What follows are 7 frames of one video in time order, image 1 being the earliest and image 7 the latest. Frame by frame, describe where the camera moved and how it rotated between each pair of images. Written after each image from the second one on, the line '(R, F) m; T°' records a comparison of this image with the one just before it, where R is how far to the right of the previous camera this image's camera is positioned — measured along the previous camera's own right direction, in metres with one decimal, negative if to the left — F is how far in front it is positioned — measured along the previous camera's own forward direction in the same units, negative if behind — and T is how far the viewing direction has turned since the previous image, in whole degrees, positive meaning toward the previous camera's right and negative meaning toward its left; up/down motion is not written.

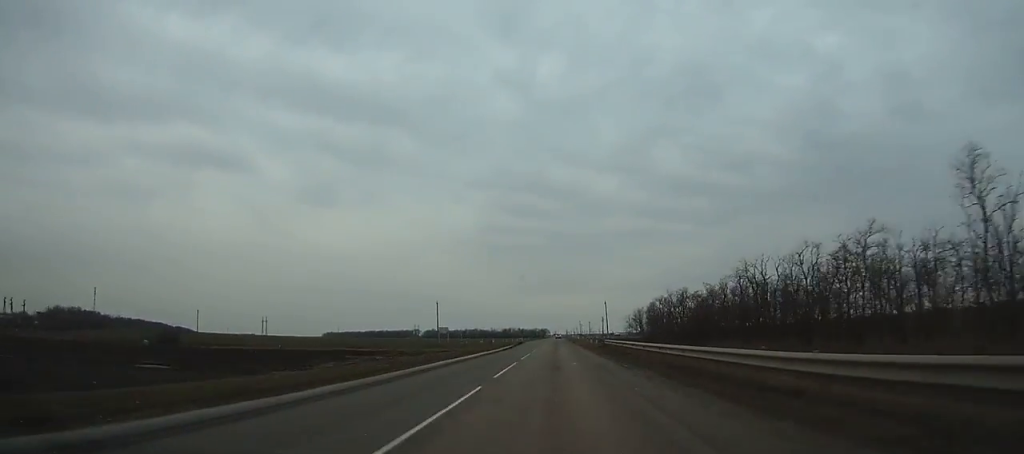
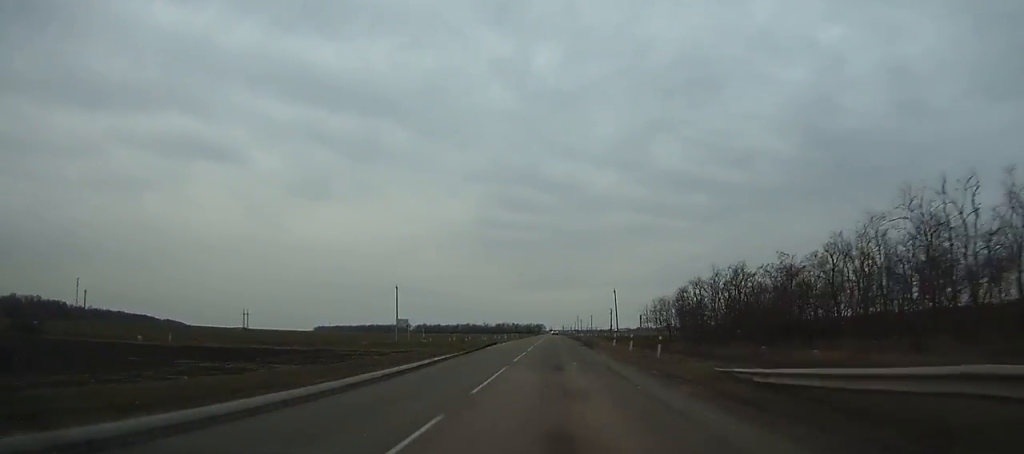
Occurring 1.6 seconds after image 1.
(-0.1, +41.2) m; 0°
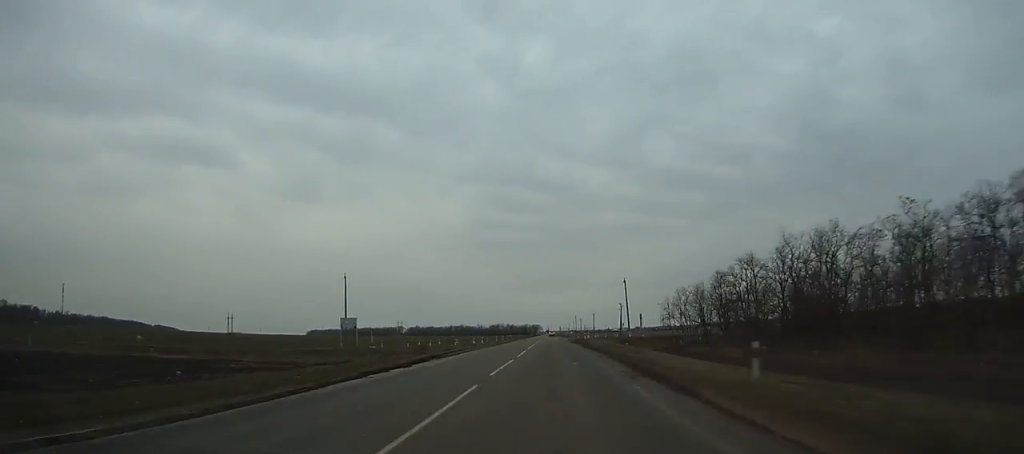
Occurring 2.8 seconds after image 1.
(0.0, +30.8) m; 0°
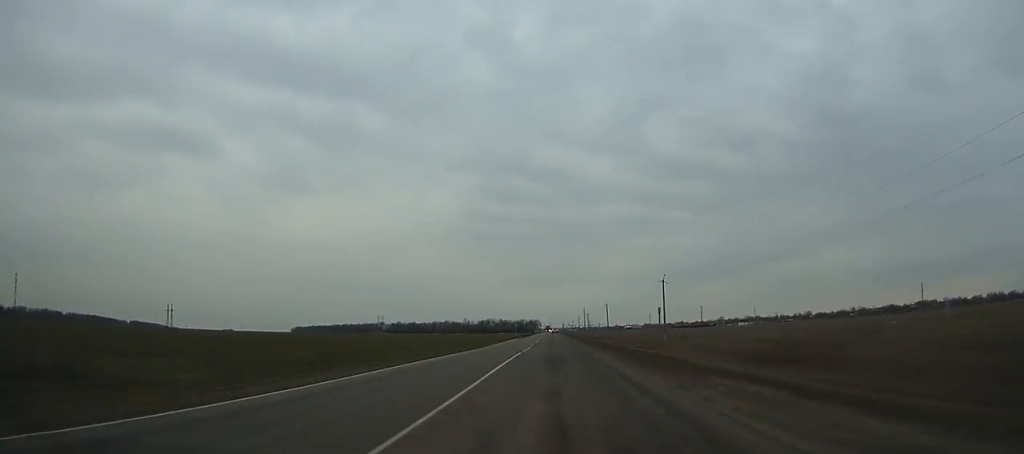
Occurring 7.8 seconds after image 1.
(+0.1, +128.4) m; 0°
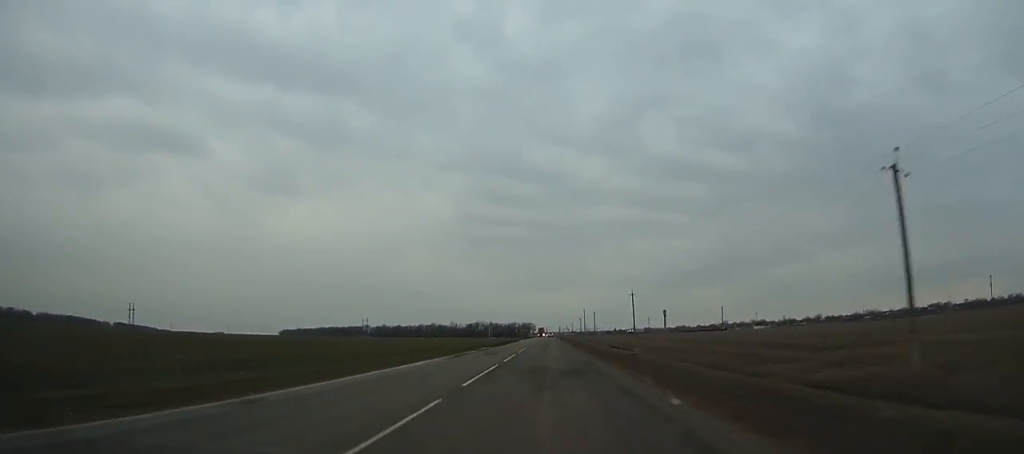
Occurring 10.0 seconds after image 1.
(+0.2, +56.5) m; 0°
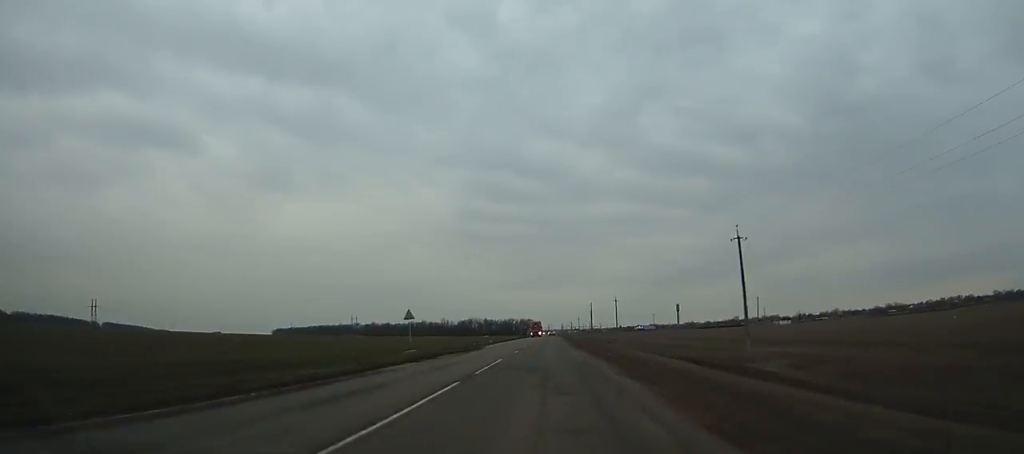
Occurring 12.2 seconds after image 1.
(0.0, +56.6) m; 0°
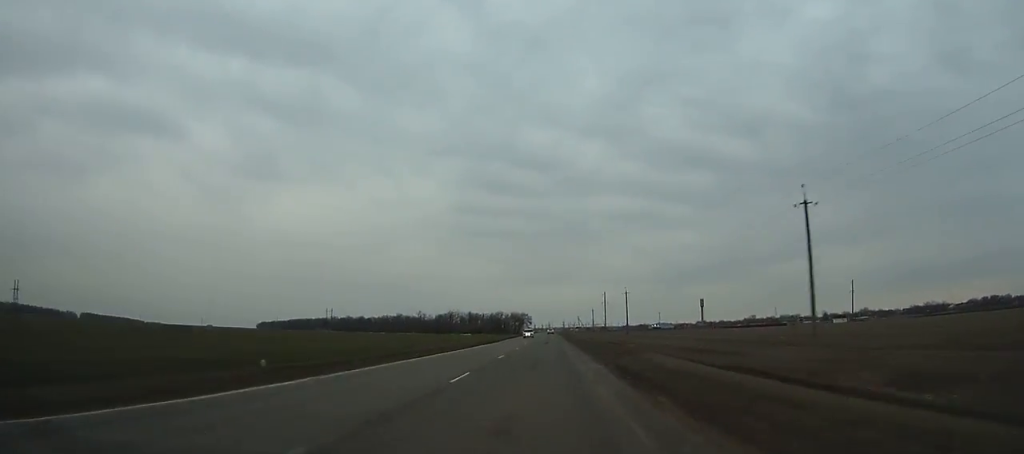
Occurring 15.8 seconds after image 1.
(0.0, +92.7) m; 0°
